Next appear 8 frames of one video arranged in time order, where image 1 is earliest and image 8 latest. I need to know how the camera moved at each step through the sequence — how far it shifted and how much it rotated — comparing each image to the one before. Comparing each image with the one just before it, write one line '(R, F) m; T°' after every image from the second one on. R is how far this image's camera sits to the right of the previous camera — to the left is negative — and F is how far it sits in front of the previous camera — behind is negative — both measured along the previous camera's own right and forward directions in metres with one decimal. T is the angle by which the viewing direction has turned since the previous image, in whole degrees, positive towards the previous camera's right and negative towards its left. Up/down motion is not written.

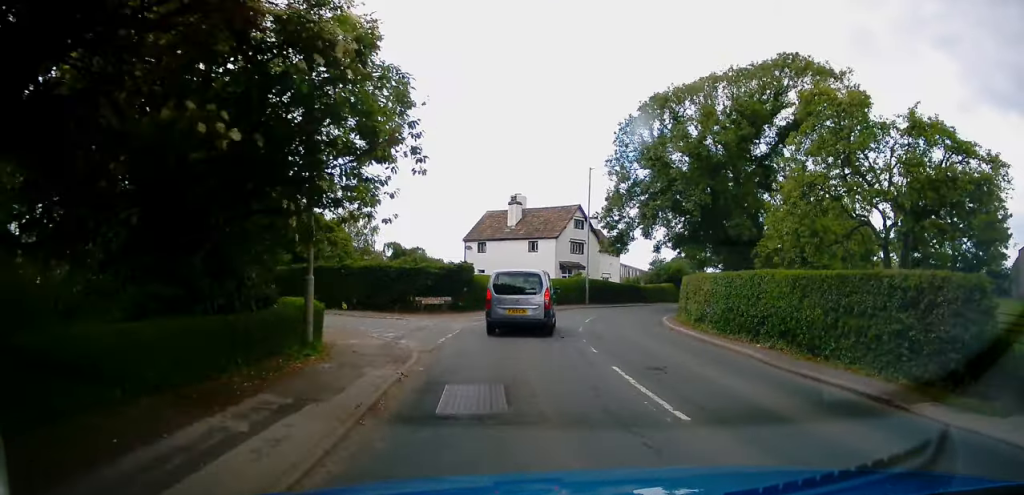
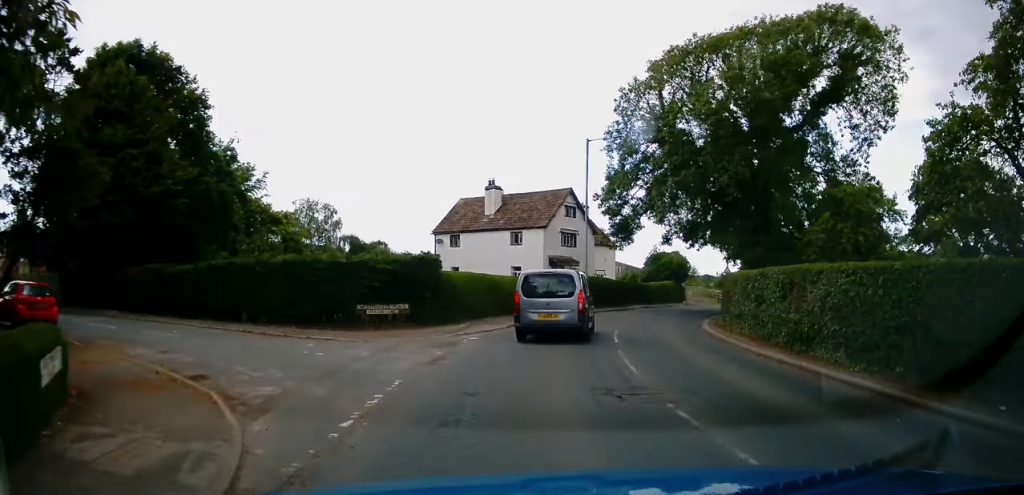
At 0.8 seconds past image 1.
(-0.1, +8.5) m; 0°
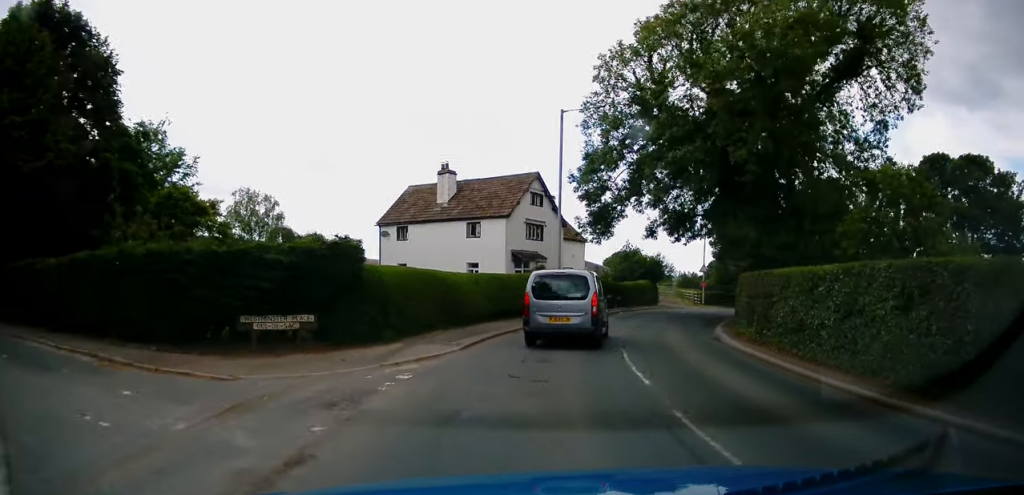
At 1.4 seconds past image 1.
(0.0, +6.3) m; +4°
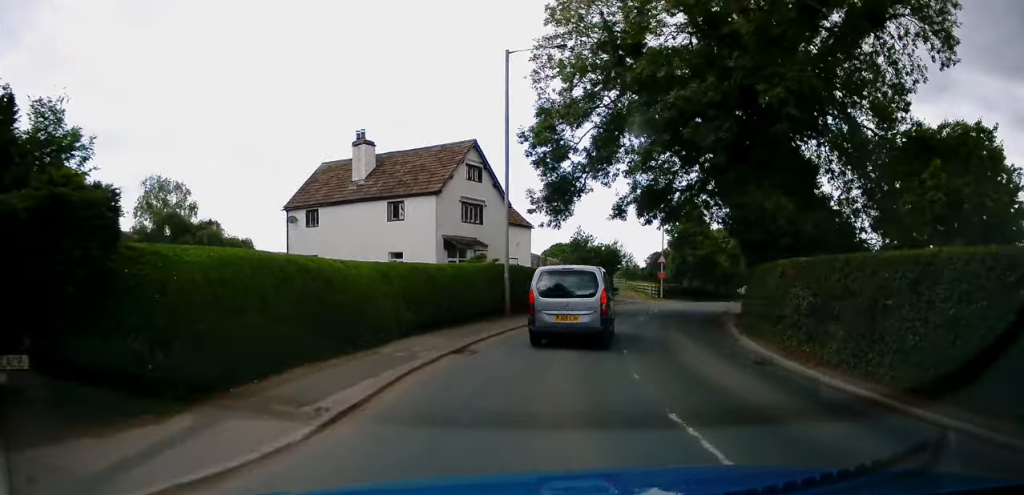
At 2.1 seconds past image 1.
(+0.1, +7.1) m; +6°
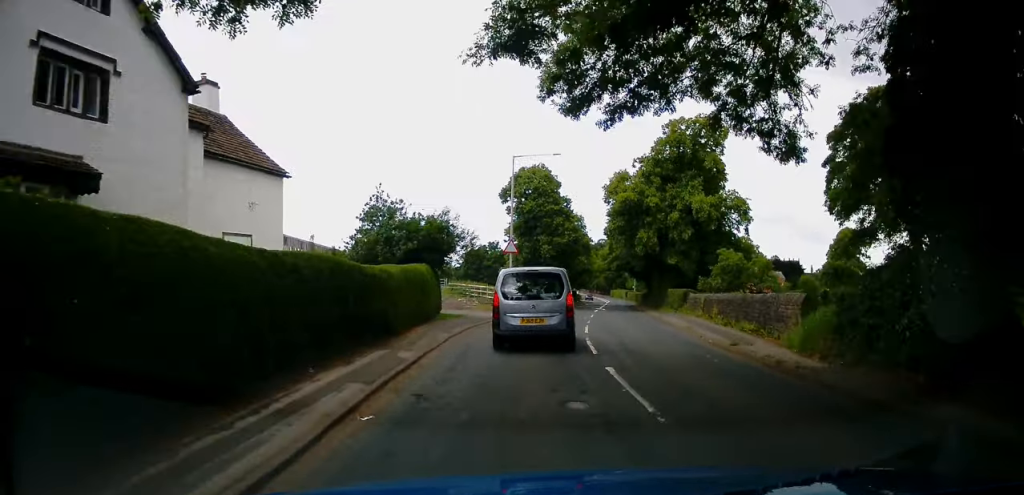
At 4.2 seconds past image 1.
(+3.7, +20.8) m; +19°
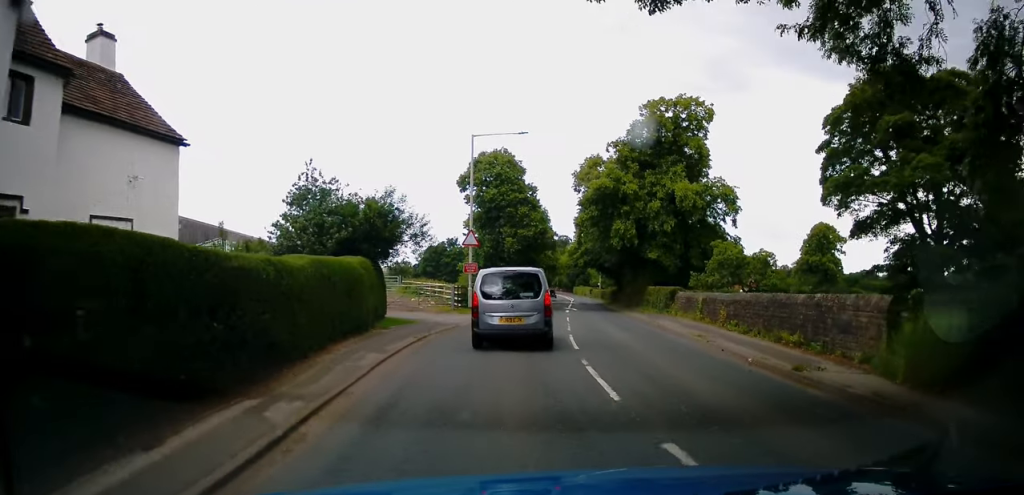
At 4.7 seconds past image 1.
(+0.3, +5.0) m; +4°
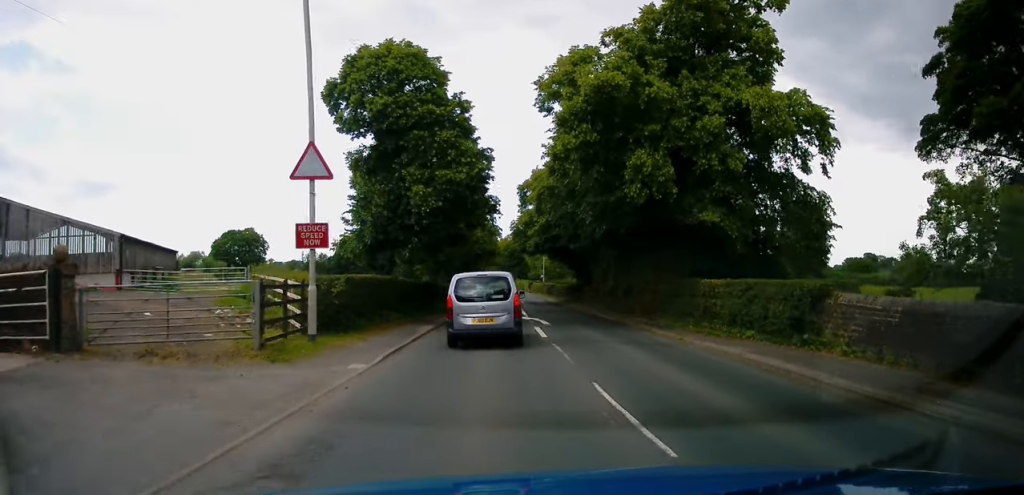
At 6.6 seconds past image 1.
(+1.6, +20.0) m; +7°
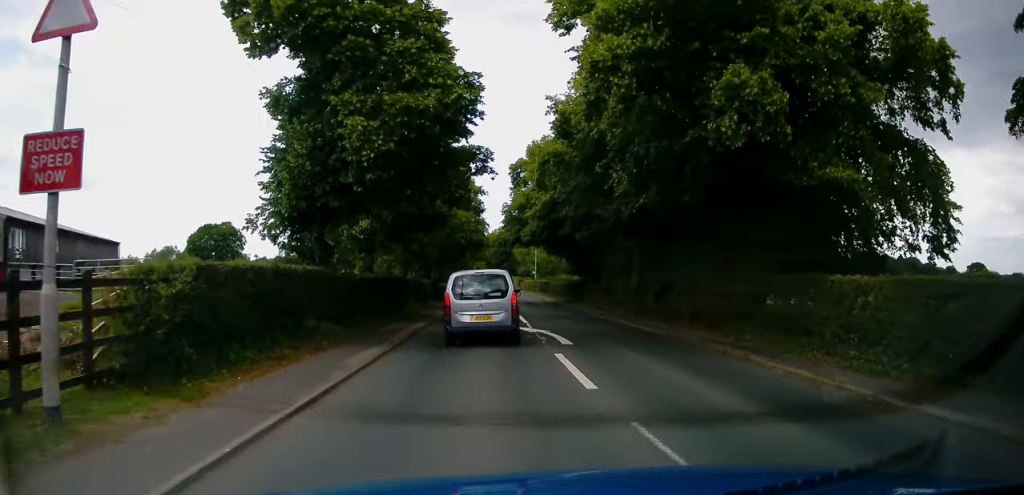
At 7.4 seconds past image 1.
(+0.1, +8.4) m; +1°
